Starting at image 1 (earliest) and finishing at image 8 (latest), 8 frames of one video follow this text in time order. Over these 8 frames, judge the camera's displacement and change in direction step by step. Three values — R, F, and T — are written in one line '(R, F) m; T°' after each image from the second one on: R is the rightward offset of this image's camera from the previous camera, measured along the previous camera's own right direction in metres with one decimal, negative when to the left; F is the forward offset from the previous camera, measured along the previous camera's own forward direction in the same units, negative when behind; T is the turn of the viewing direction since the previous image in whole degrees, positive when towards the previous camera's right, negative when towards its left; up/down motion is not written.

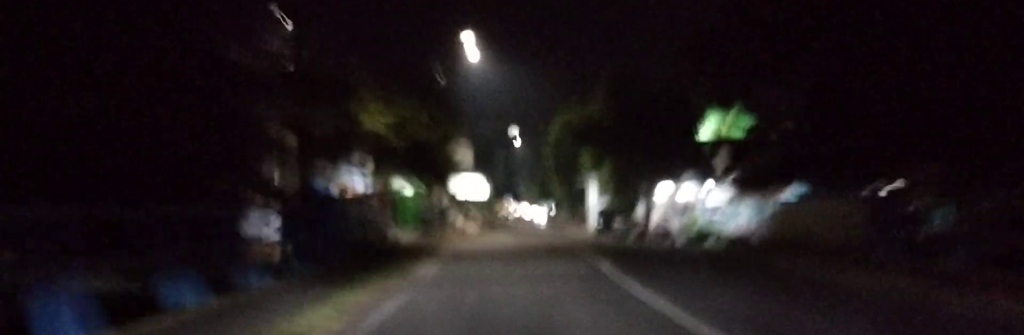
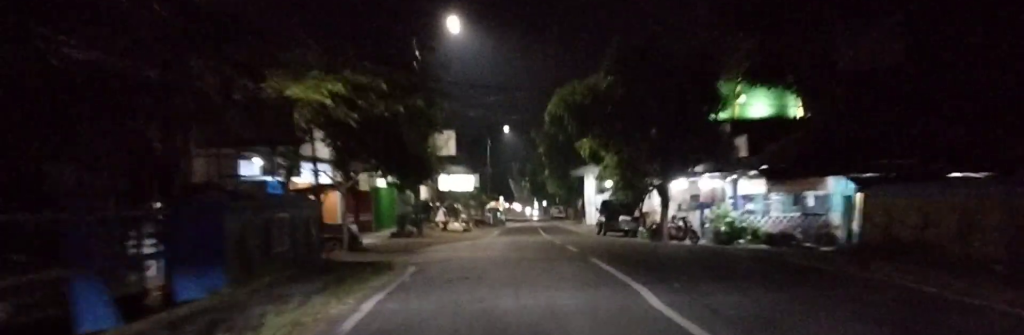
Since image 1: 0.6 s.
(0.0, +5.5) m; +1°
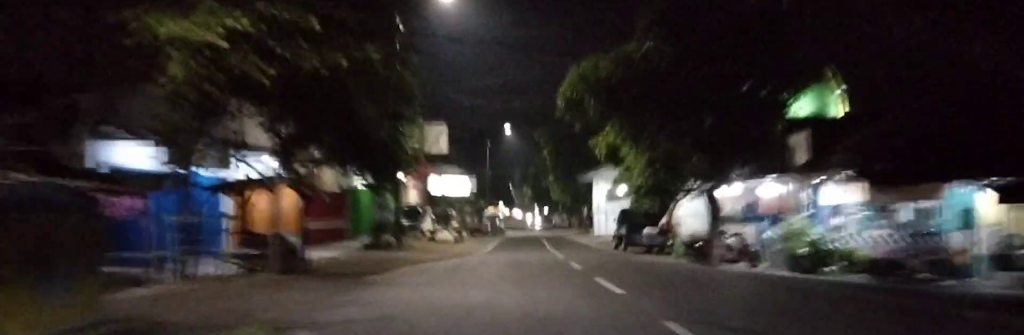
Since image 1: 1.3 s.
(+0.2, +7.2) m; +1°
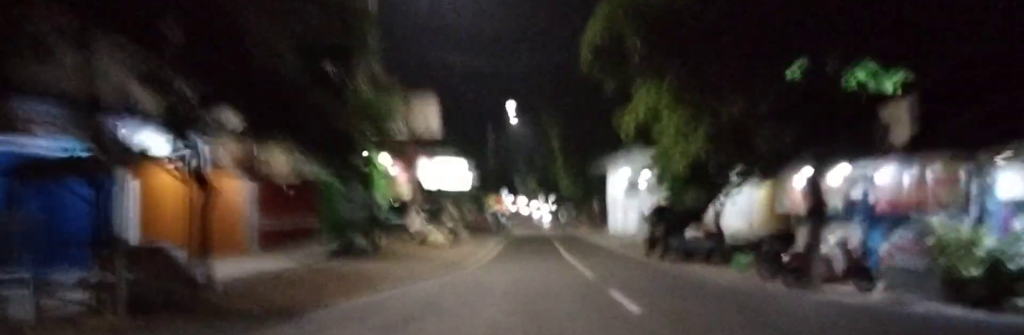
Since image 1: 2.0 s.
(0.0, +6.5) m; 0°
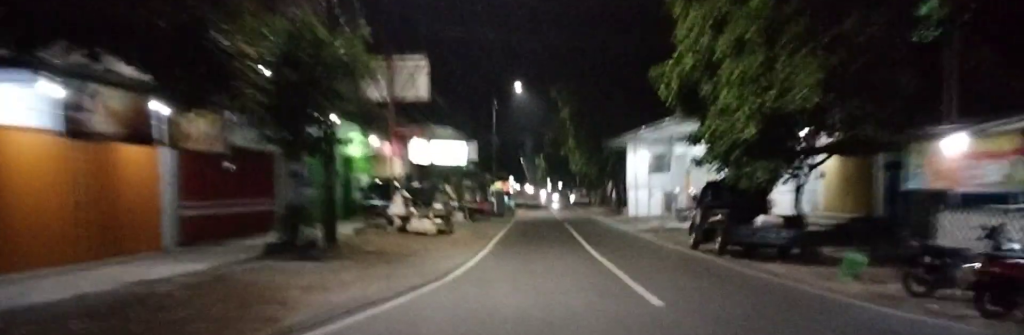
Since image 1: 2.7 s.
(0.0, +6.2) m; -1°
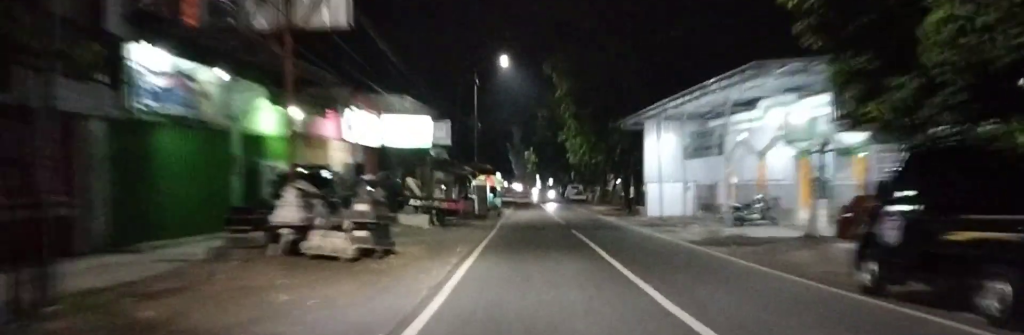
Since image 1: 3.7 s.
(-0.2, +10.7) m; -2°
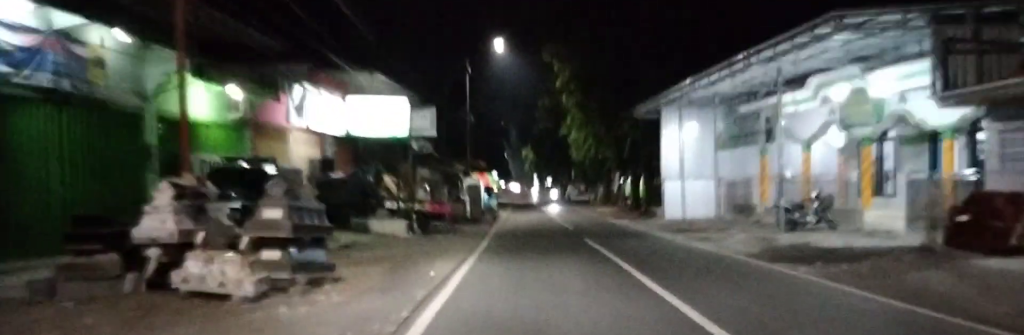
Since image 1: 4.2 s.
(-0.1, +5.2) m; -1°
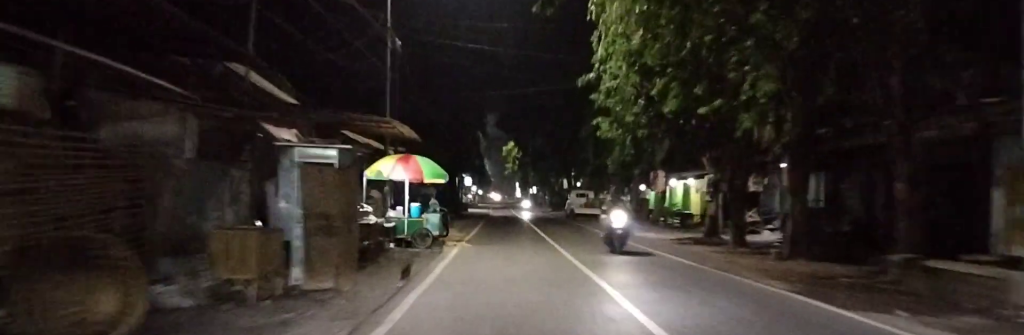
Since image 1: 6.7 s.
(+0.7, +26.0) m; +3°
